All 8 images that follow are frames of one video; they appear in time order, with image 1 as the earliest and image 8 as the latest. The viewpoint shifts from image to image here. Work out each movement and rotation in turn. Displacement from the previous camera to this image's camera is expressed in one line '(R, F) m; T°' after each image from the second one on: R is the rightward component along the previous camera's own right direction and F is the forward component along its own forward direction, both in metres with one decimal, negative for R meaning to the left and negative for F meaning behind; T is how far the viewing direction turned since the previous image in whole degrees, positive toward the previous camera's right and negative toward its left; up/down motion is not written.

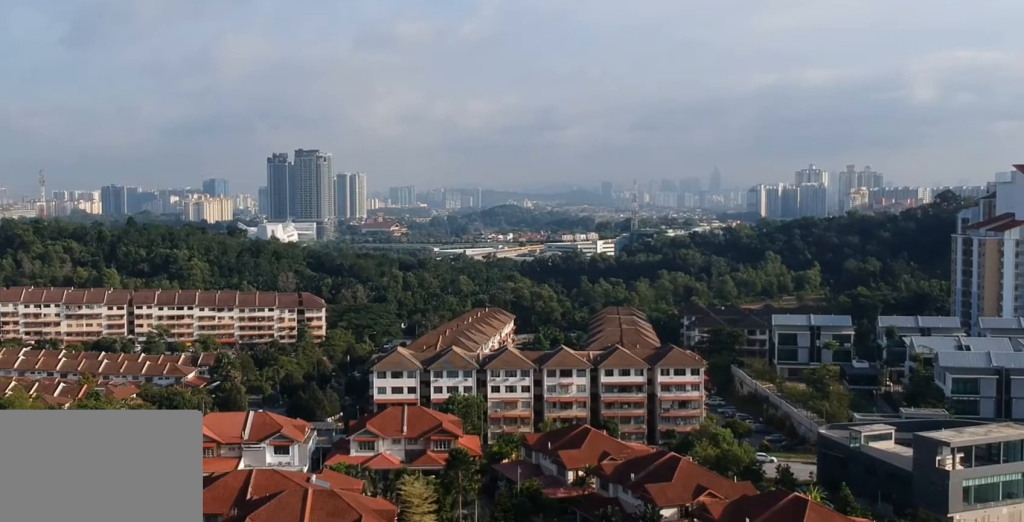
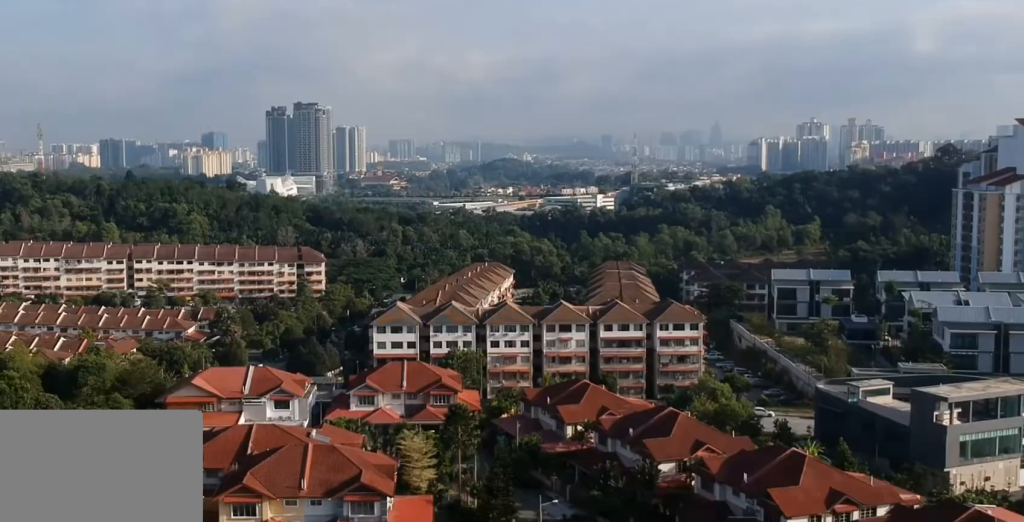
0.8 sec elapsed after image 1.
(-0.1, +4.4) m; -1°
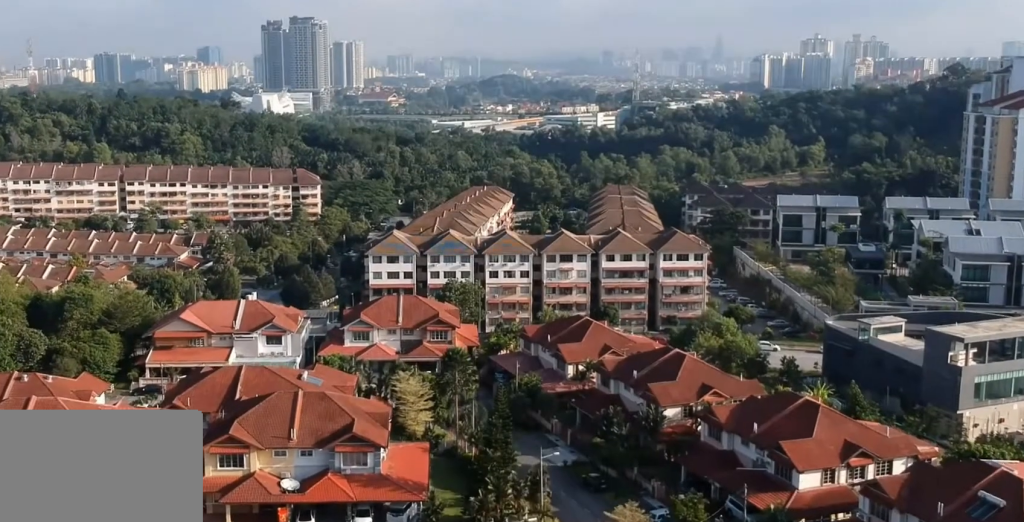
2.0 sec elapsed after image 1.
(0.0, +10.4) m; 0°
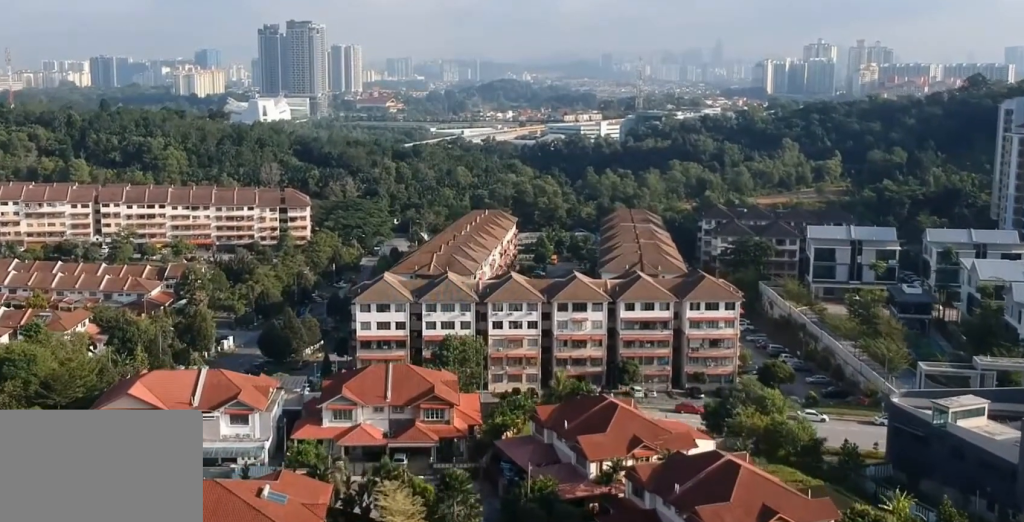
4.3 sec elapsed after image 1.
(-0.3, +28.4) m; -1°
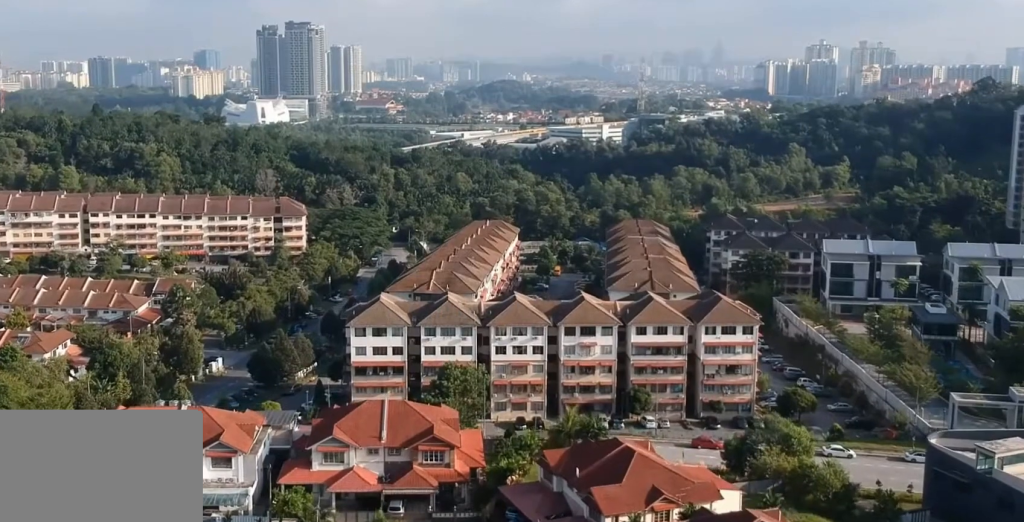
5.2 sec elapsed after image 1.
(0.0, +11.8) m; 0°
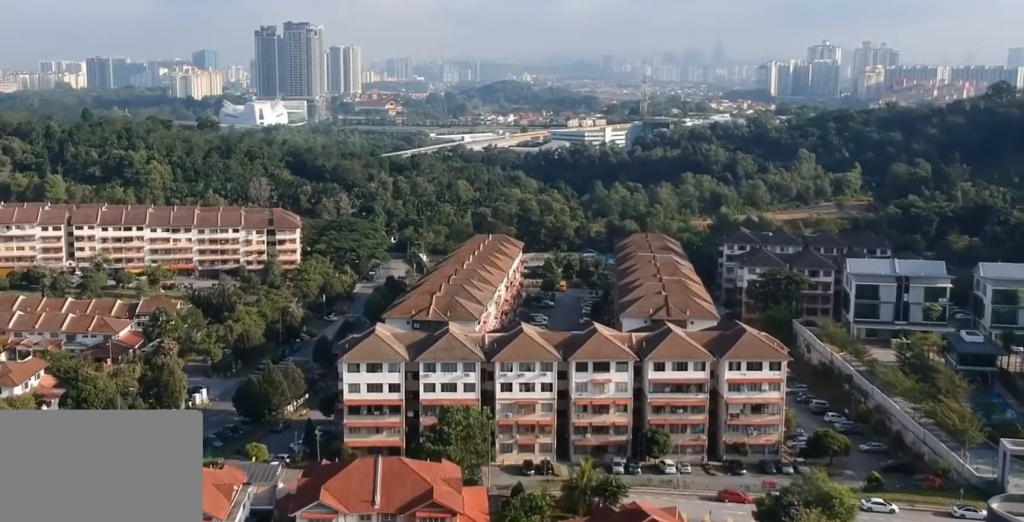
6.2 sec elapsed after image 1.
(0.0, +15.5) m; 0°
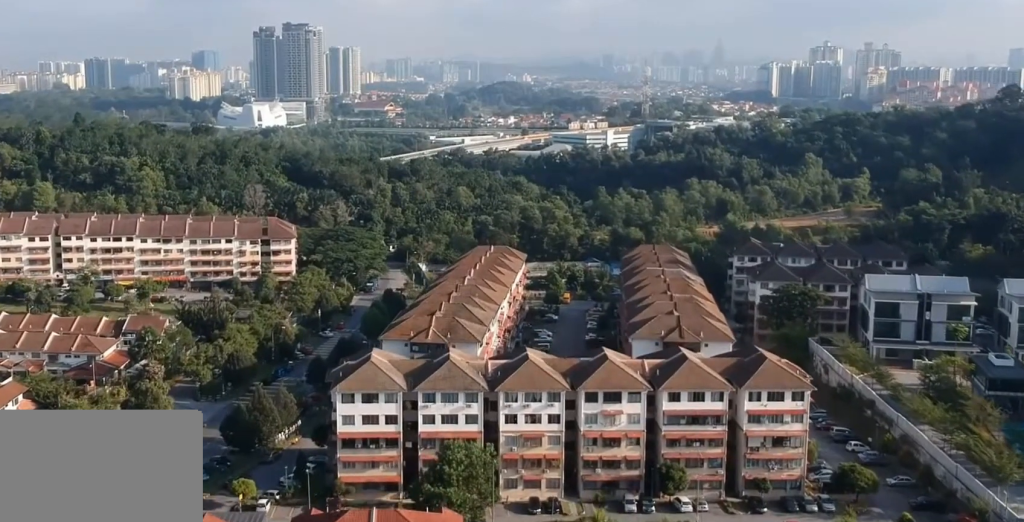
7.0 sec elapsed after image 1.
(0.0, +10.9) m; 0°
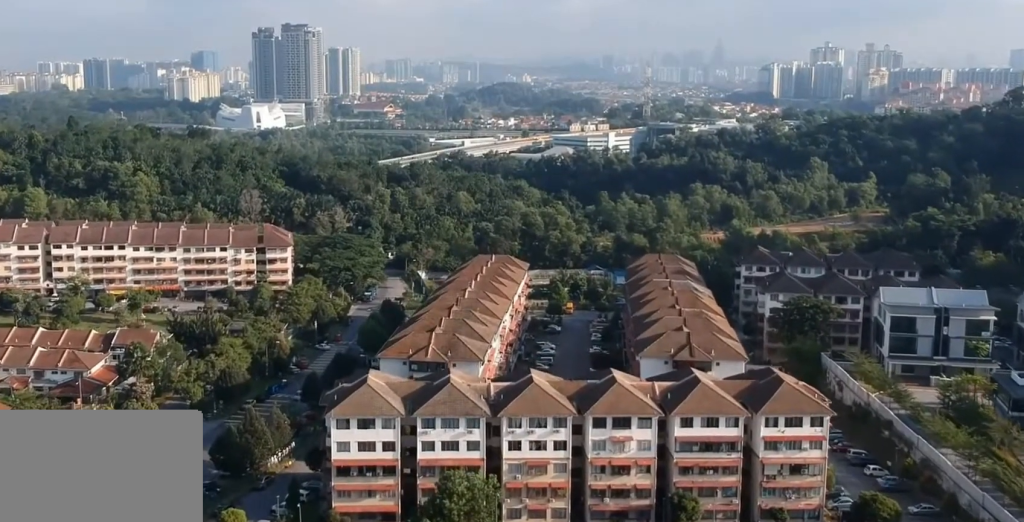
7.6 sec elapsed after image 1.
(0.0, +8.0) m; 0°
